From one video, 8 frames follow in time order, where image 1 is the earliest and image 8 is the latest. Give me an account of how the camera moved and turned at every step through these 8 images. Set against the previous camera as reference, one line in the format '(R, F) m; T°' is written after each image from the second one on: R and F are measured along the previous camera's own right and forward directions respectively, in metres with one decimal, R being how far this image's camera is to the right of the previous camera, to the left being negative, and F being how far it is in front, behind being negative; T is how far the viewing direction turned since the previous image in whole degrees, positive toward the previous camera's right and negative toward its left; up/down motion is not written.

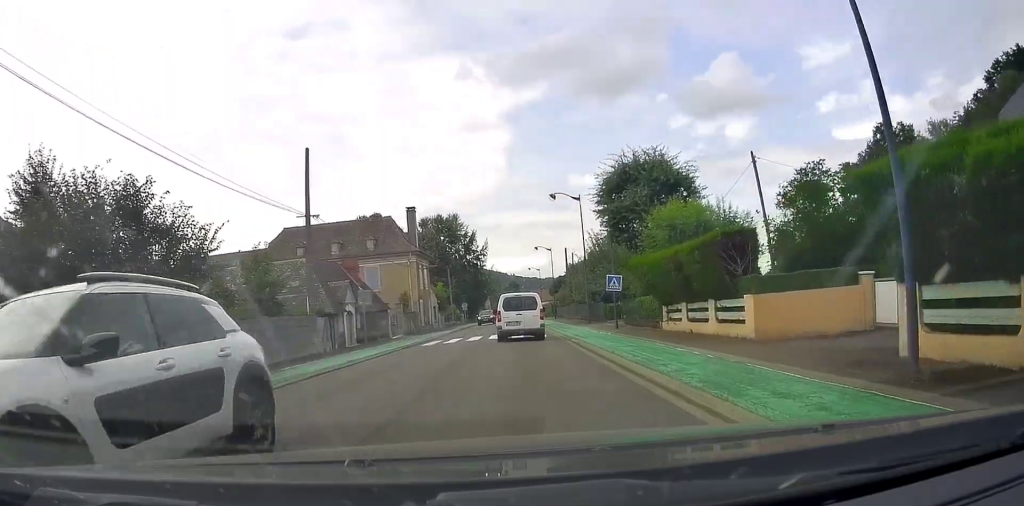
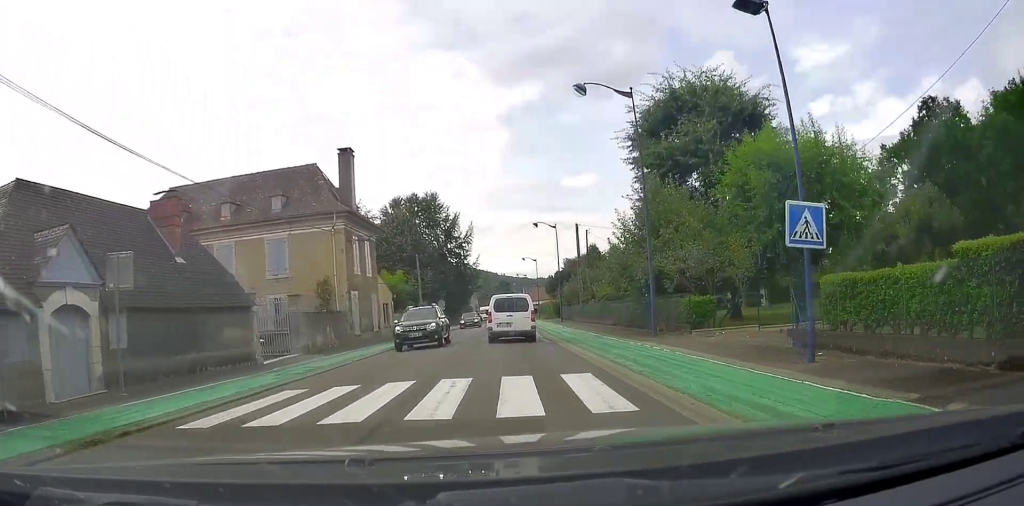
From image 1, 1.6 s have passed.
(-0.6, +19.8) m; -2°
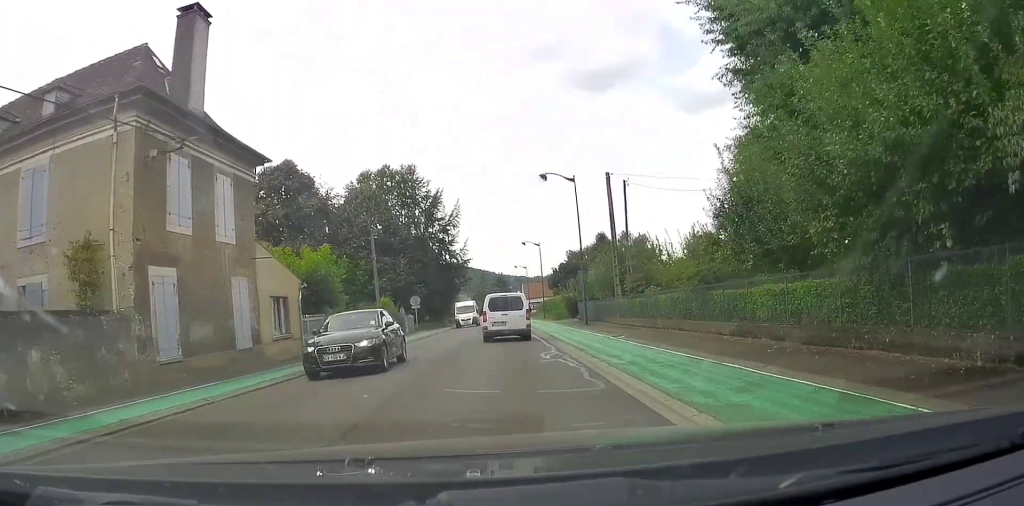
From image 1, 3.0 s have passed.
(+0.4, +17.8) m; +3°
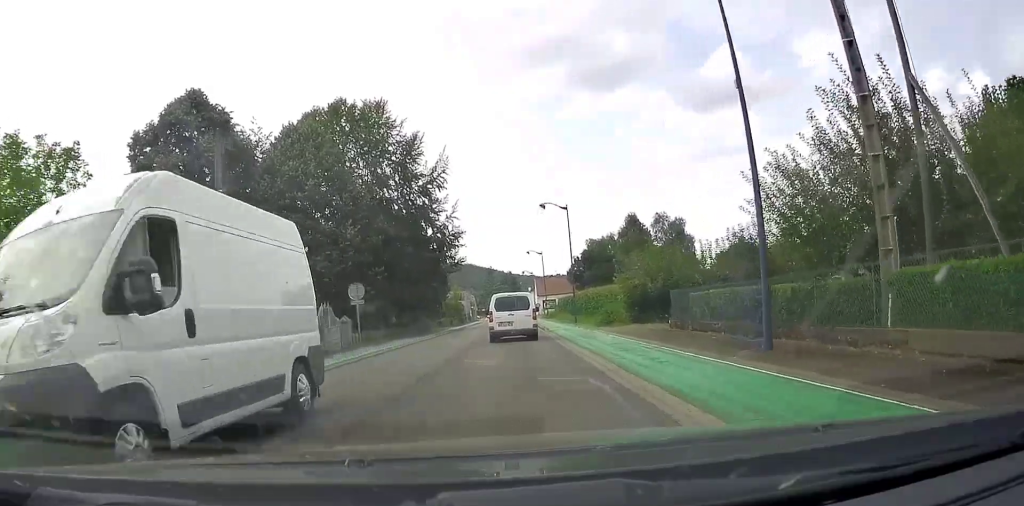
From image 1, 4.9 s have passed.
(+0.2, +22.4) m; 0°
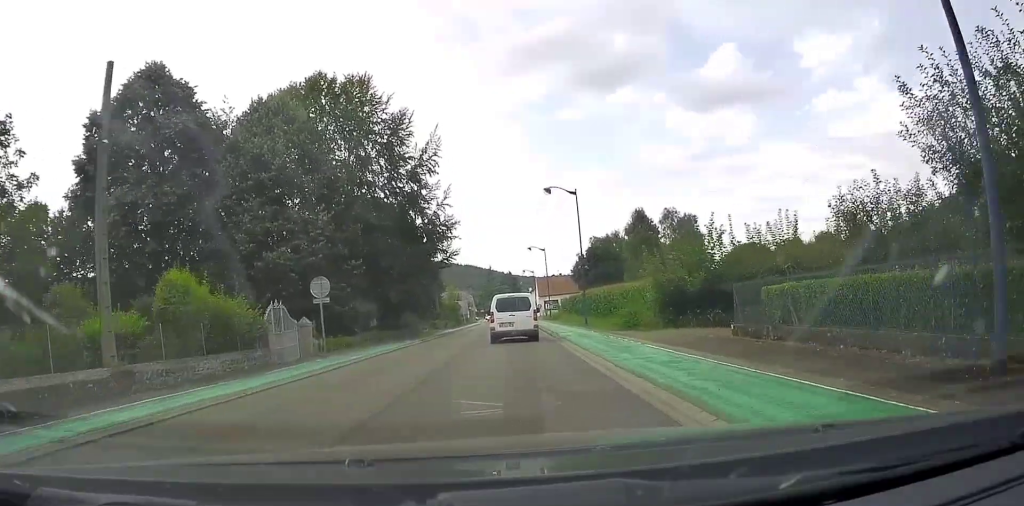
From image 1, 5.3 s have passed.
(0.0, +5.8) m; 0°
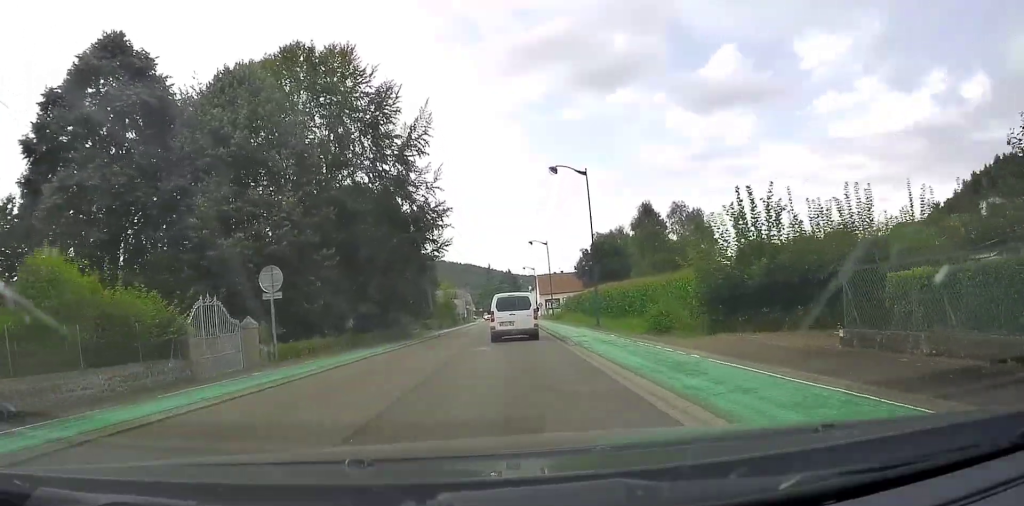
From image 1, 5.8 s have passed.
(0.0, +5.2) m; -1°
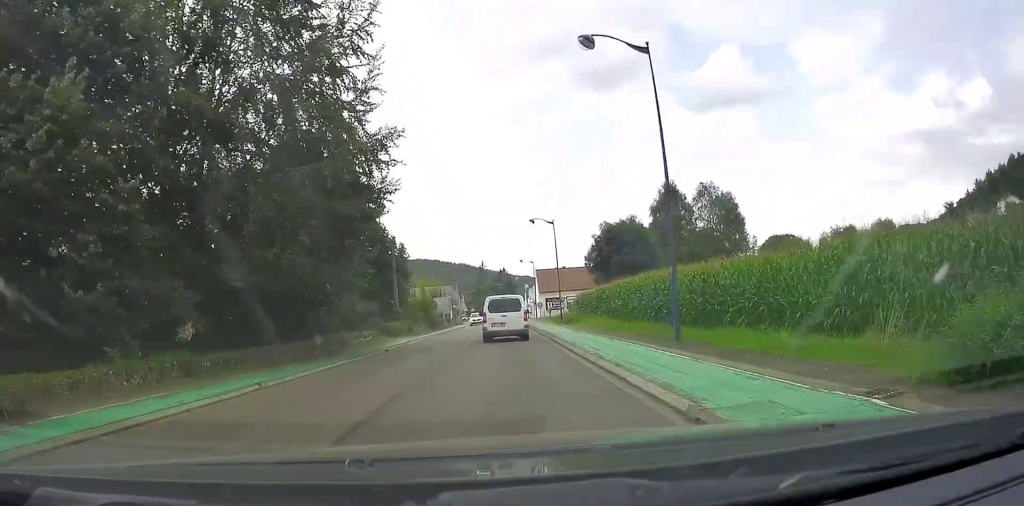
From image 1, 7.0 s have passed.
(-0.3, +16.4) m; -1°
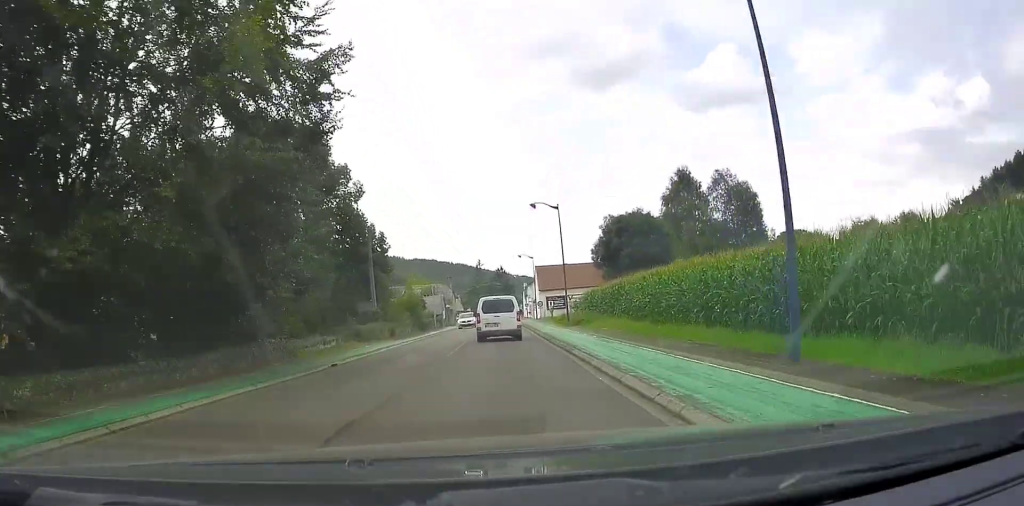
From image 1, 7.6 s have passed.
(0.0, +7.3) m; 0°
